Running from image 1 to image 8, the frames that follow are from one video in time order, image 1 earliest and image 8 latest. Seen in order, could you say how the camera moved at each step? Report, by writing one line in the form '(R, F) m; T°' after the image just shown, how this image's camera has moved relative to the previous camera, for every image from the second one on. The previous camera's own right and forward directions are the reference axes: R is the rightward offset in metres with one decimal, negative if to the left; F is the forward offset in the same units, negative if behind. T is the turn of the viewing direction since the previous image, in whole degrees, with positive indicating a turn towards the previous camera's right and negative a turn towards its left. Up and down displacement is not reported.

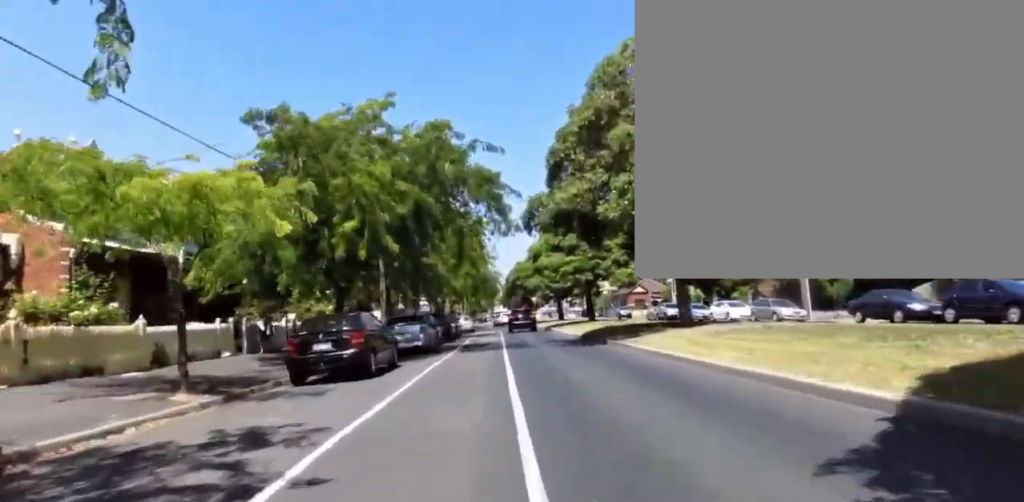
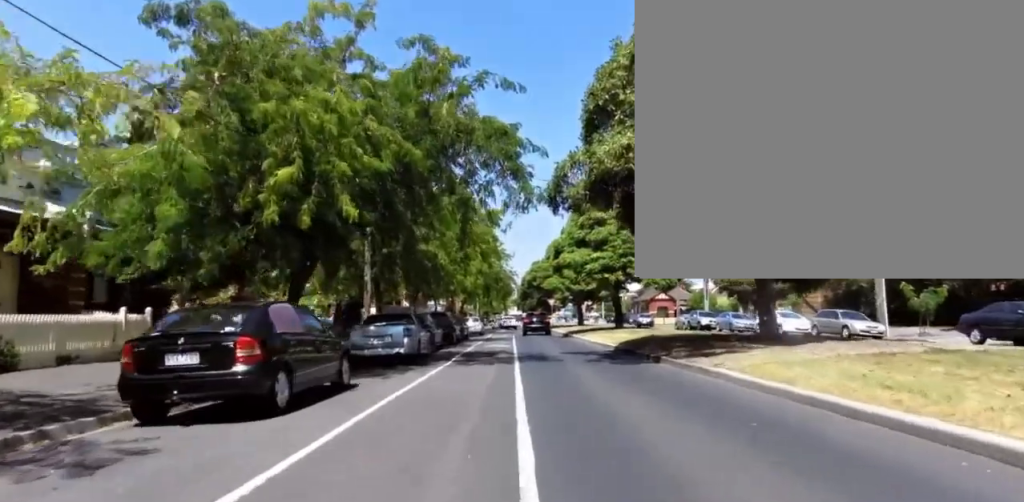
(+0.2, +5.5) m; +4°
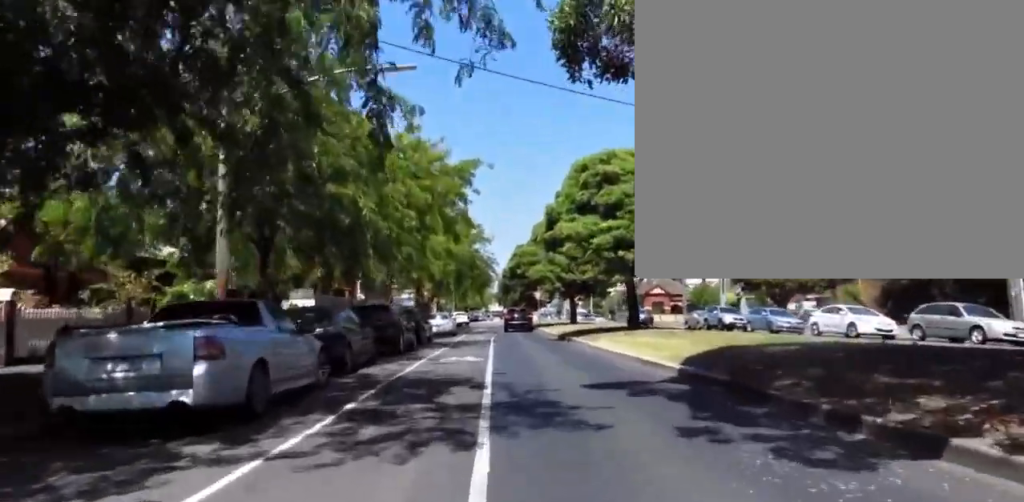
(+1.2, +9.0) m; +5°
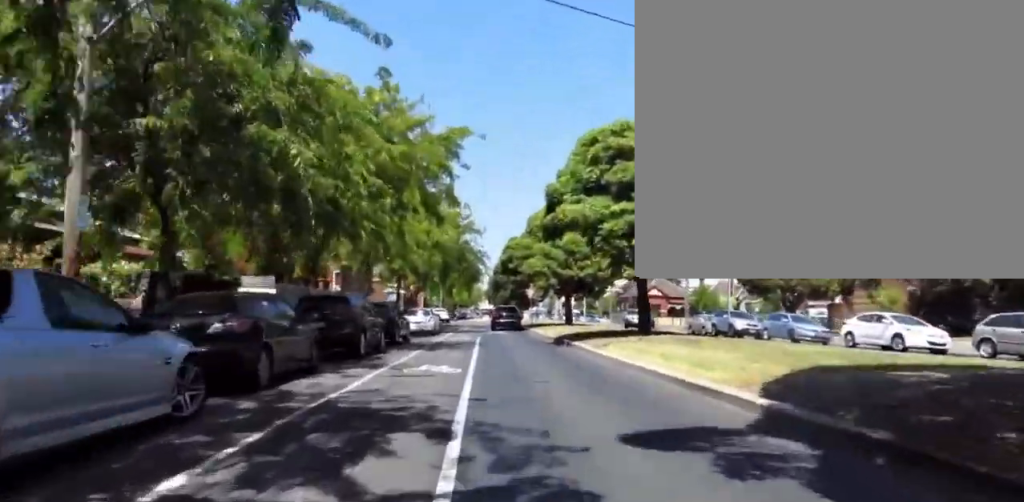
(-0.7, +3.6) m; 0°
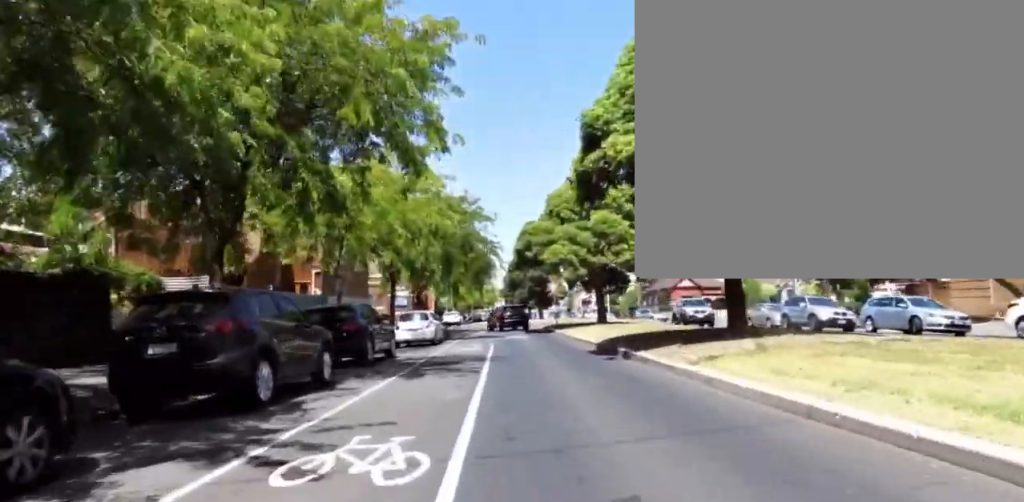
(+0.8, +7.1) m; 0°
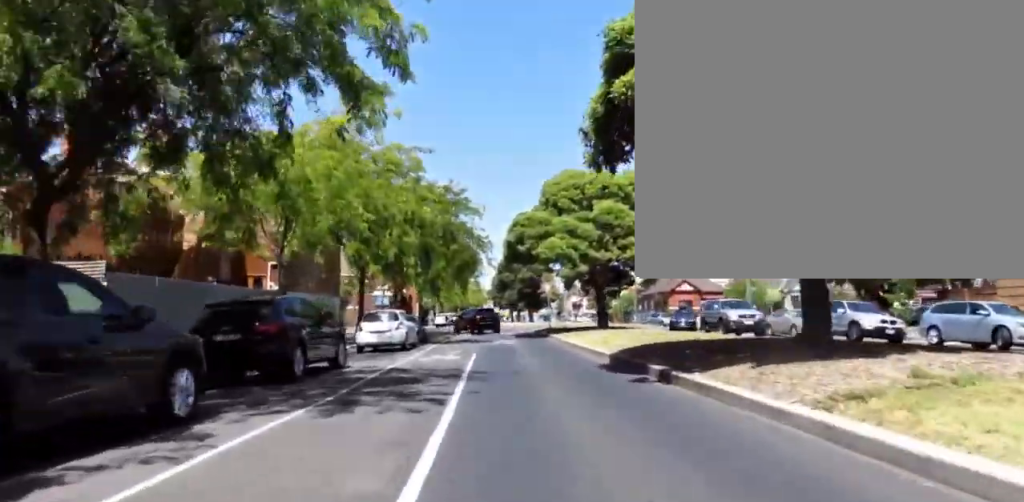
(+0.3, +4.3) m; 0°
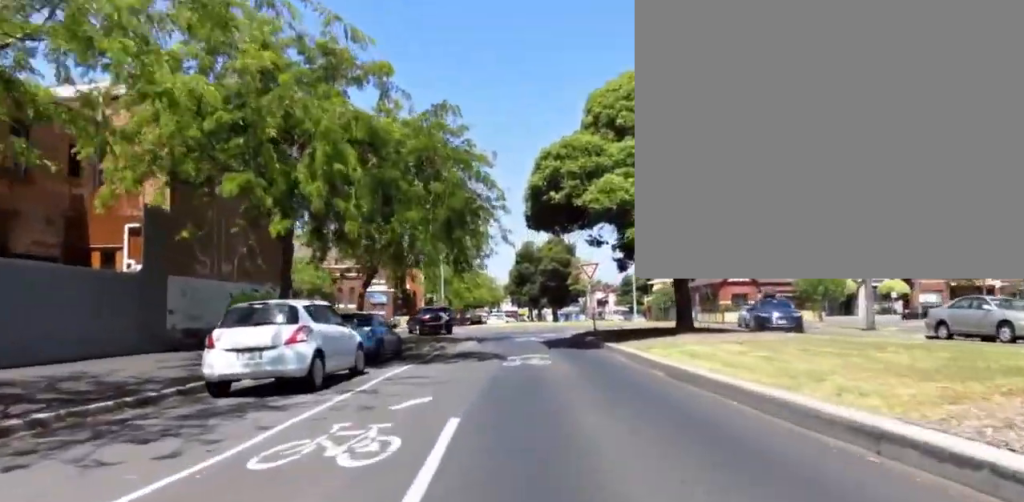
(-0.6, +11.2) m; 0°
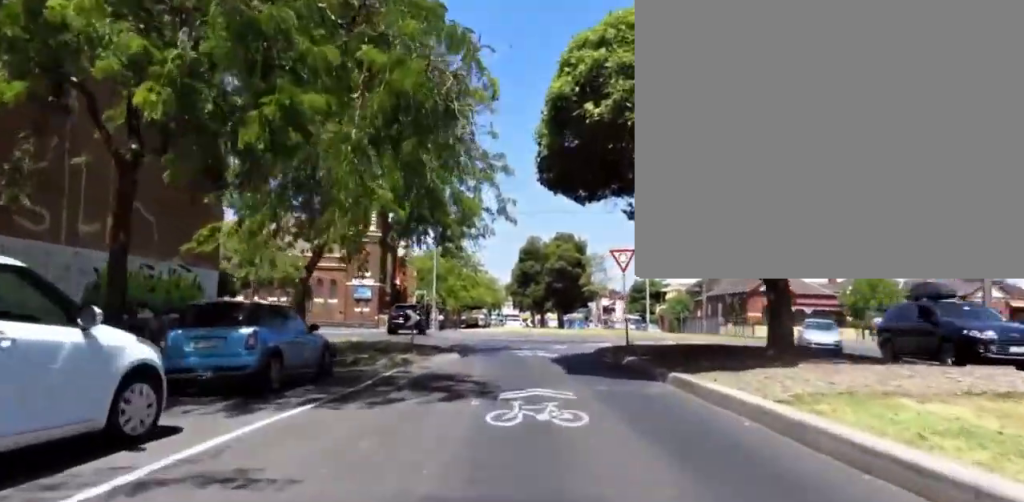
(+0.4, +6.8) m; -3°
